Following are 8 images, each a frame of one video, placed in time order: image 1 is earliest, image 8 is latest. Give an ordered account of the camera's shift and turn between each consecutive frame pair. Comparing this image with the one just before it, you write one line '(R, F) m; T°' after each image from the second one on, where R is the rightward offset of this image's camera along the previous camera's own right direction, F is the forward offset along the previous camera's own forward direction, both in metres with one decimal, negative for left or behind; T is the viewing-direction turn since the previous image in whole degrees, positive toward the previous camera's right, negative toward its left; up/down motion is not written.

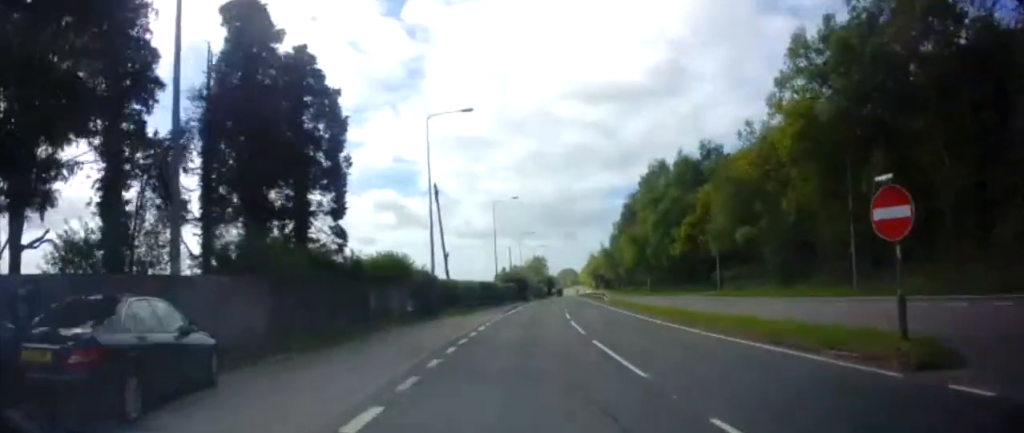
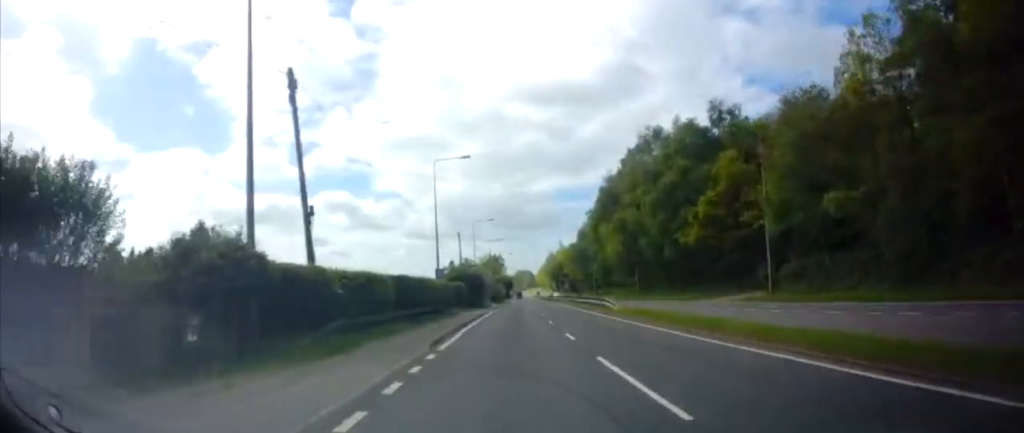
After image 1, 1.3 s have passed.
(+0.8, +20.1) m; +5°
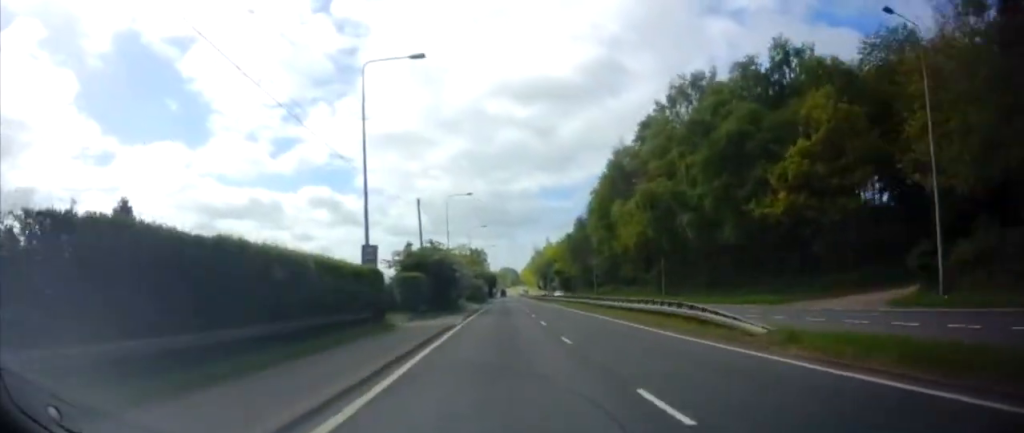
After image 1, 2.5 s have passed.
(+0.7, +19.0) m; +3°
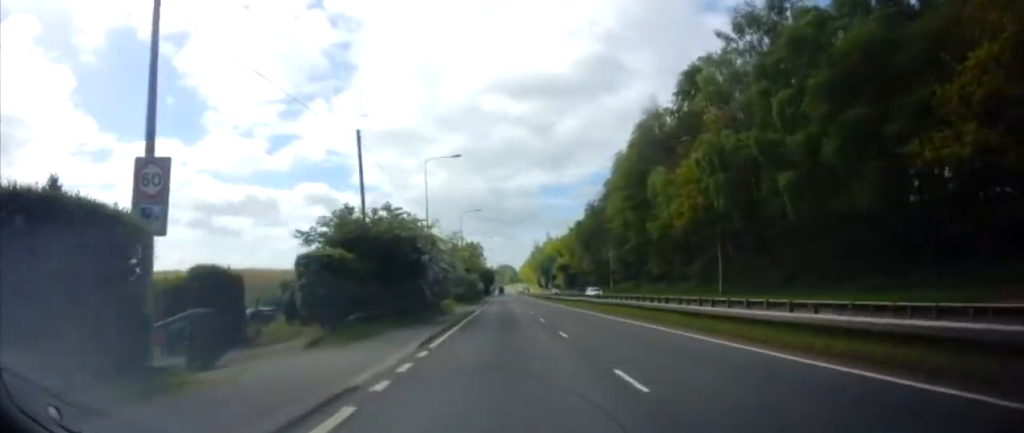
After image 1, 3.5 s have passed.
(+0.1, +15.8) m; 0°
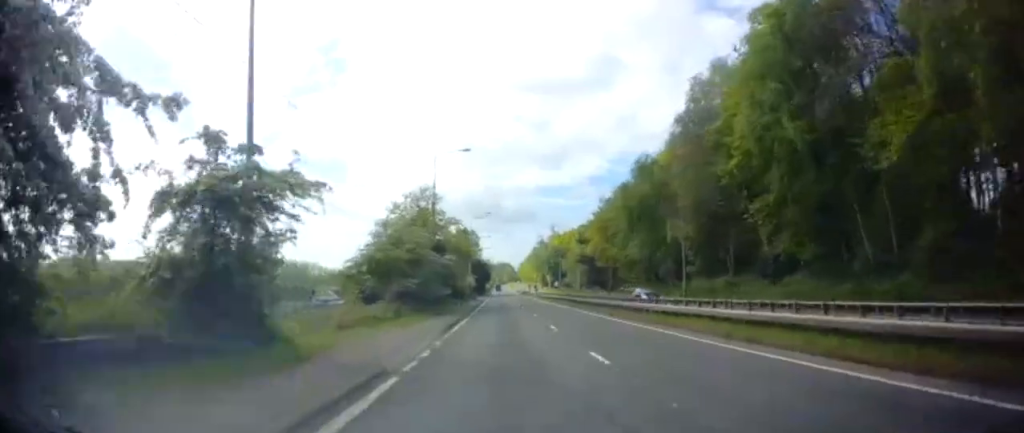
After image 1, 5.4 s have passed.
(+0.1, +32.3) m; +1°
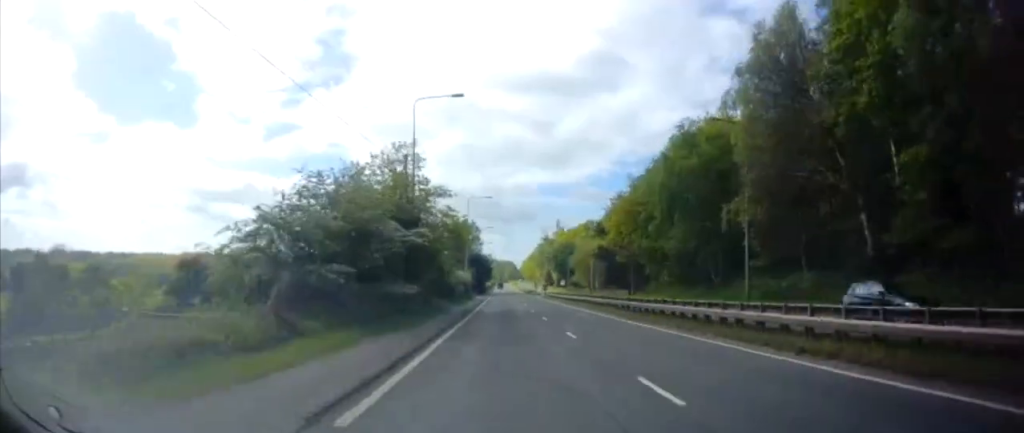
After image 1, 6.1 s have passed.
(+0.1, +12.6) m; 0°
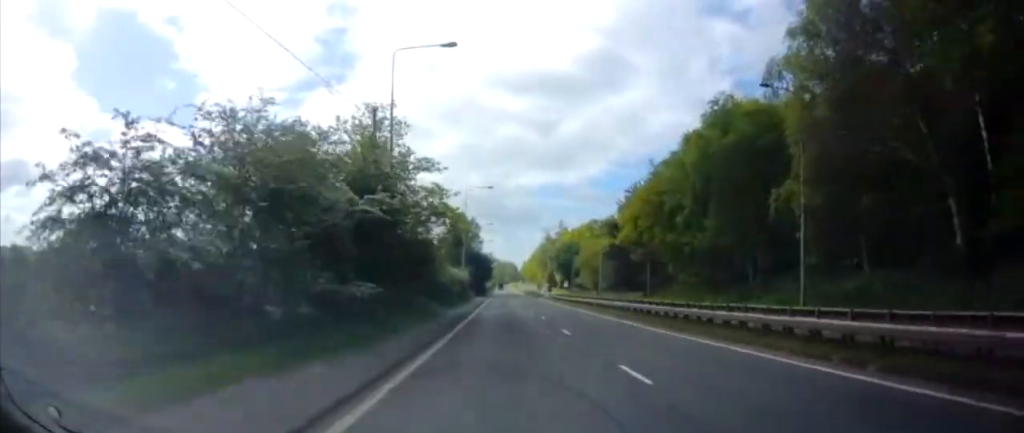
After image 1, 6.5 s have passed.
(0.0, +7.3) m; 0°
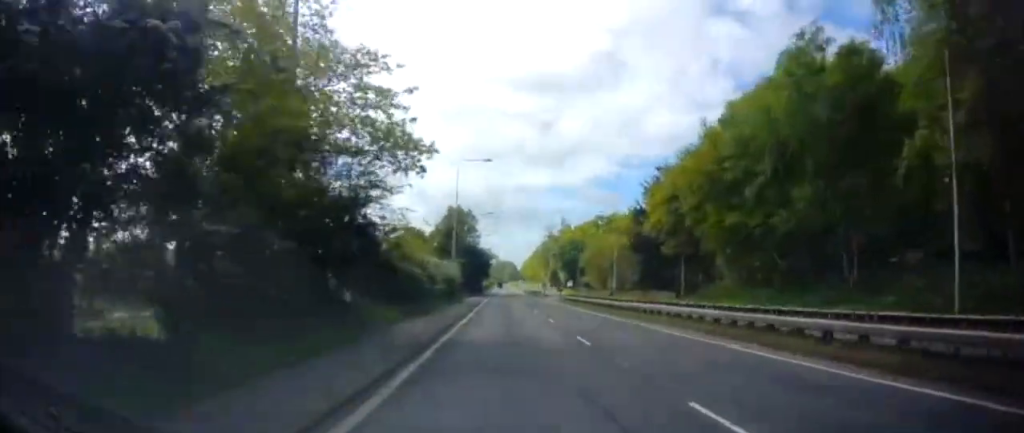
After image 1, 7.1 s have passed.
(0.0, +12.4) m; 0°
